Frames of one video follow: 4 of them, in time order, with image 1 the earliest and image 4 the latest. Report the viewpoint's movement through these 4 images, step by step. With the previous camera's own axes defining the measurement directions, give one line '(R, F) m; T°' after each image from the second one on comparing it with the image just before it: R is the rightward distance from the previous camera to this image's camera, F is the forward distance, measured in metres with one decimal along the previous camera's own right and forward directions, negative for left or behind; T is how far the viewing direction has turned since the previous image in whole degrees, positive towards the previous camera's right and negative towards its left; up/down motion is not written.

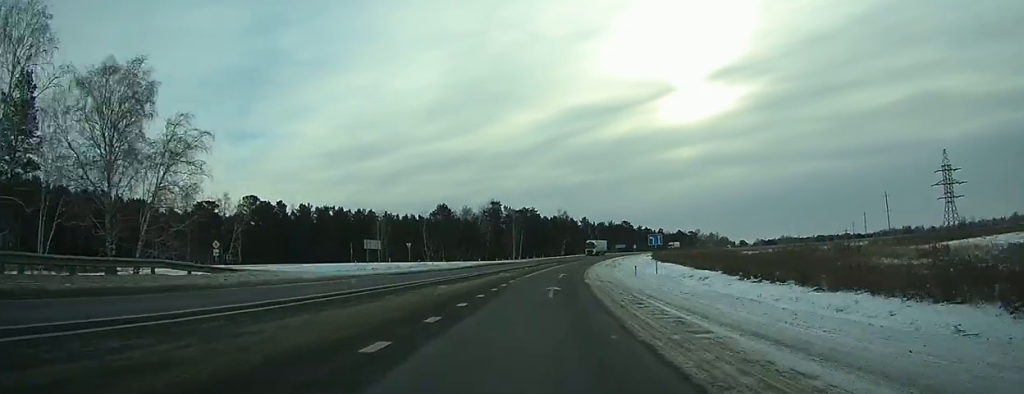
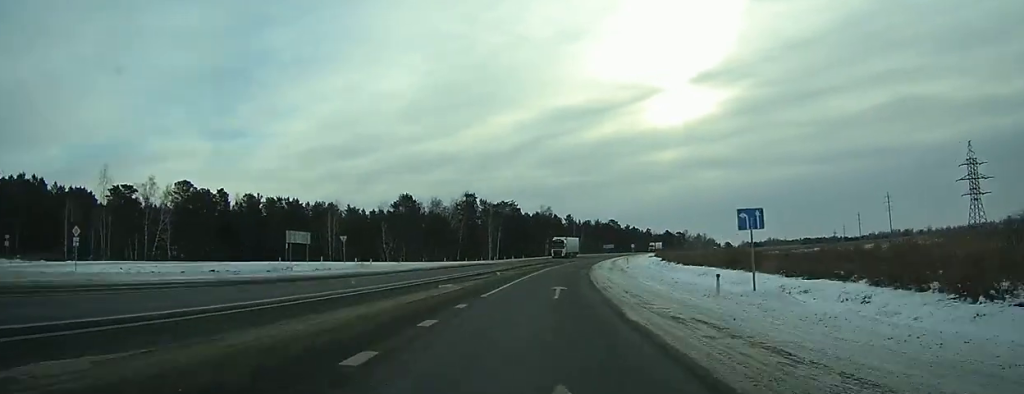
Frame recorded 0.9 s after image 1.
(+0.7, +22.3) m; +4°
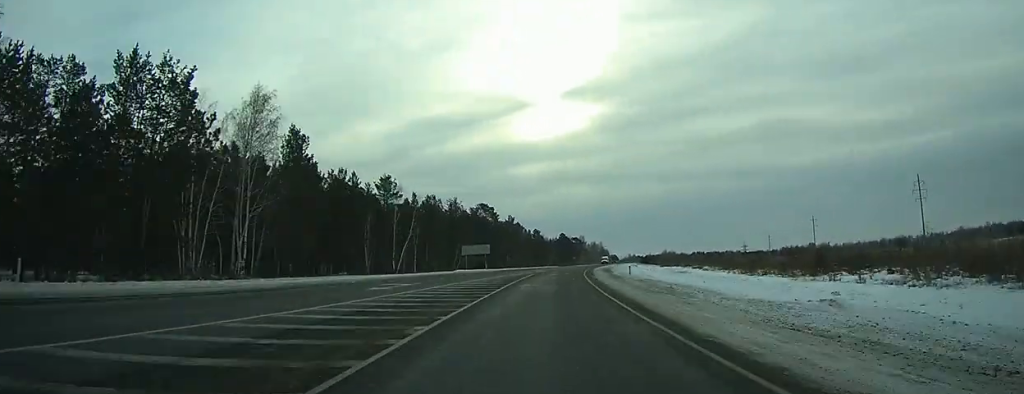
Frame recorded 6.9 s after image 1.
(+5.8, +132.2) m; +5°
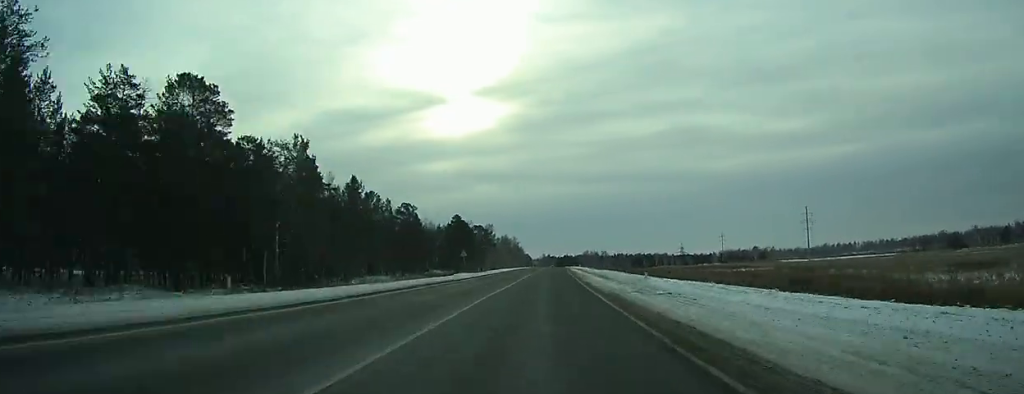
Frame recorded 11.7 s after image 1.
(+15.3, +111.6) m; +11°
